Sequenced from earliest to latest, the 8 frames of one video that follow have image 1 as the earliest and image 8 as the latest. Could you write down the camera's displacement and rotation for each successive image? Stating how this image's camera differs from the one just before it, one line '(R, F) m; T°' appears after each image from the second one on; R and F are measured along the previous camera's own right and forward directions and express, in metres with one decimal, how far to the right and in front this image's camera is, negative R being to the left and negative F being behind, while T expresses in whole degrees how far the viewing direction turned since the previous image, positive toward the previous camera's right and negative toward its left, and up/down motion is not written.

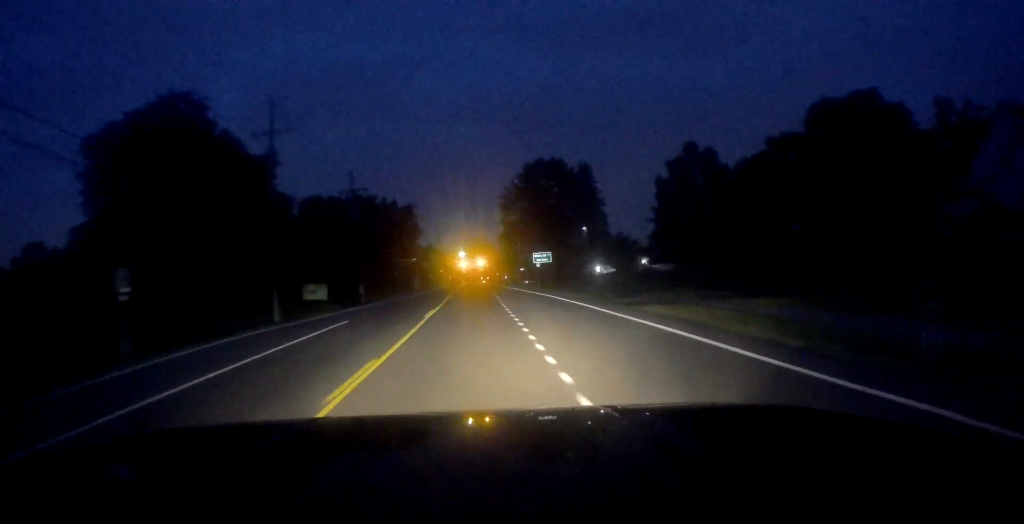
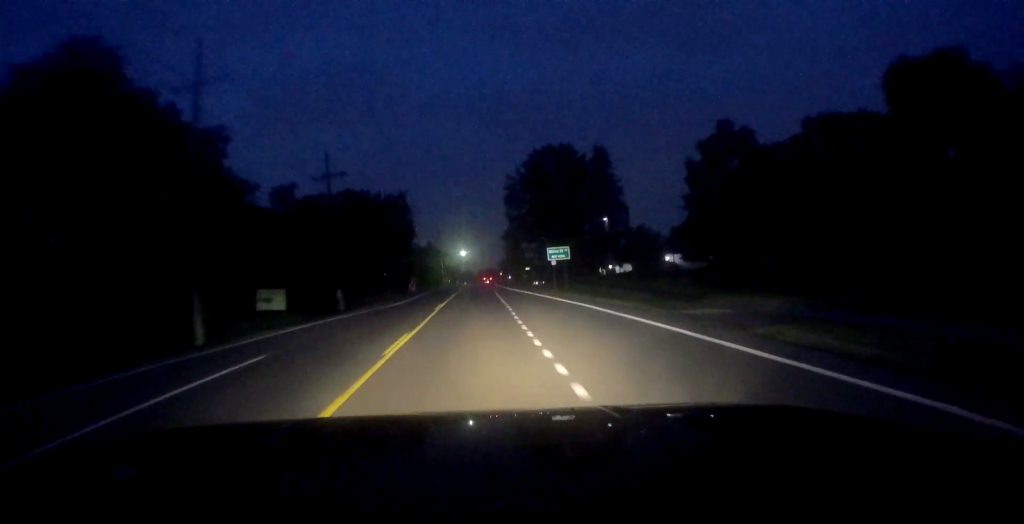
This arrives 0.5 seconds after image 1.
(-0.4, +10.5) m; 0°
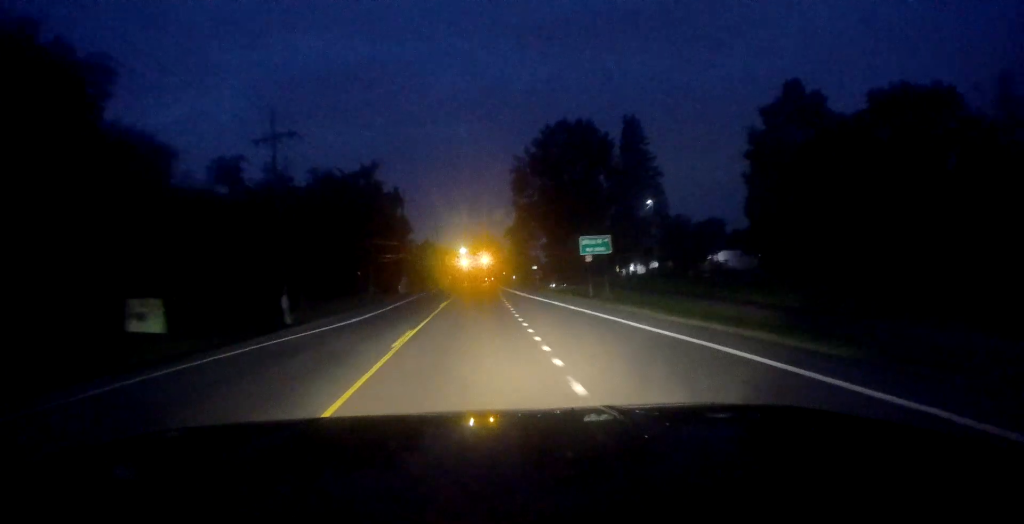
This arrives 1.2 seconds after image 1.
(-0.3, +14.8) m; 0°
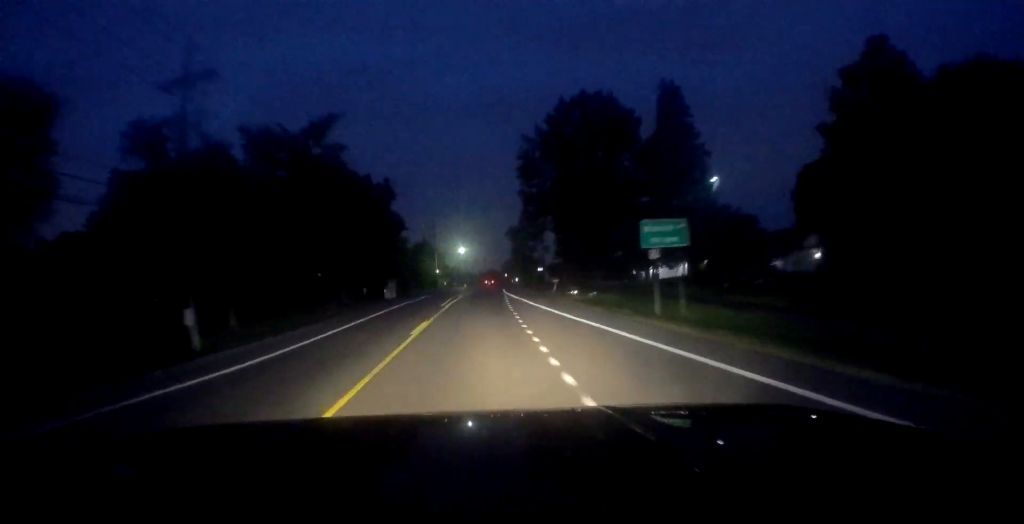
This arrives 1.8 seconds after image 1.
(+0.2, +13.0) m; +1°
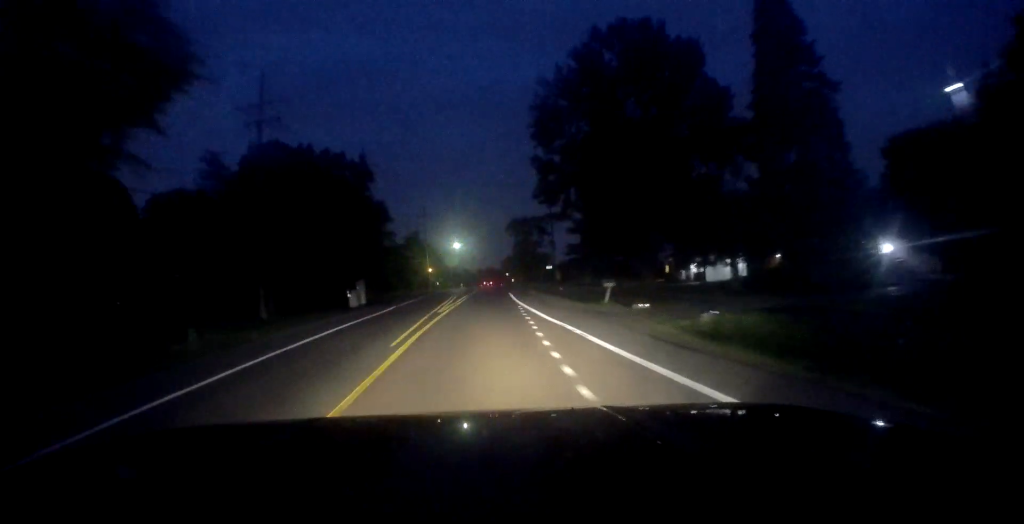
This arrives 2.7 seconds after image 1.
(+0.1, +20.0) m; 0°
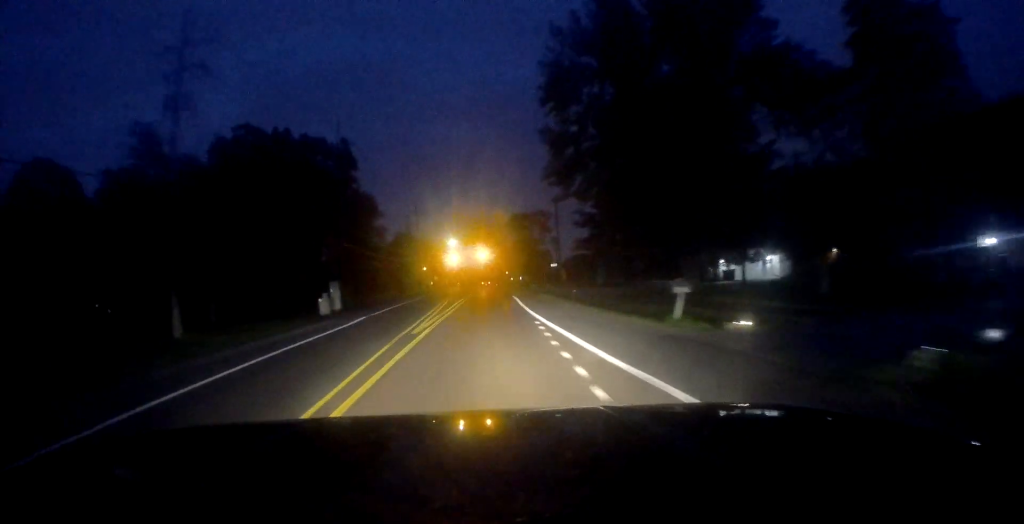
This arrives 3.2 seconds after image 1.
(0.0, +9.9) m; 0°
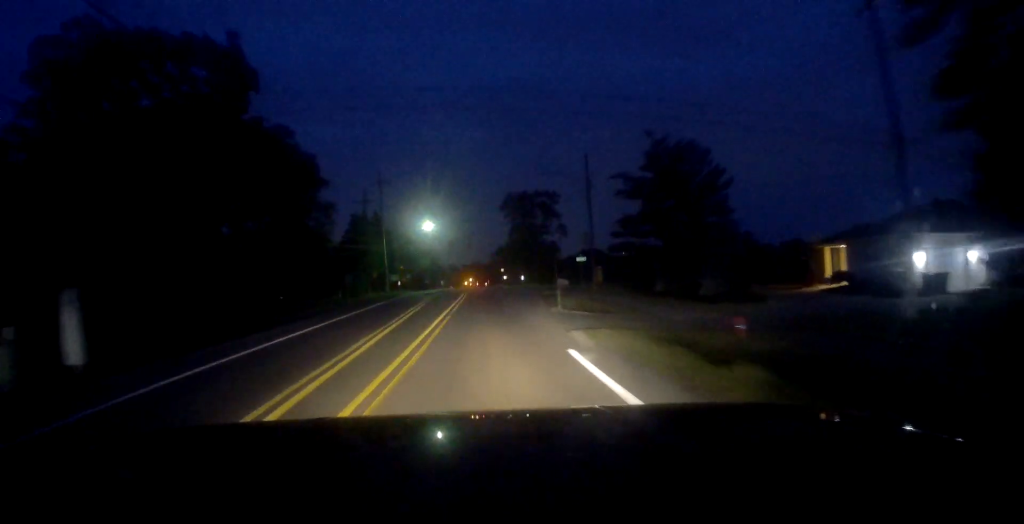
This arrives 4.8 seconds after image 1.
(-0.4, +30.3) m; -1°
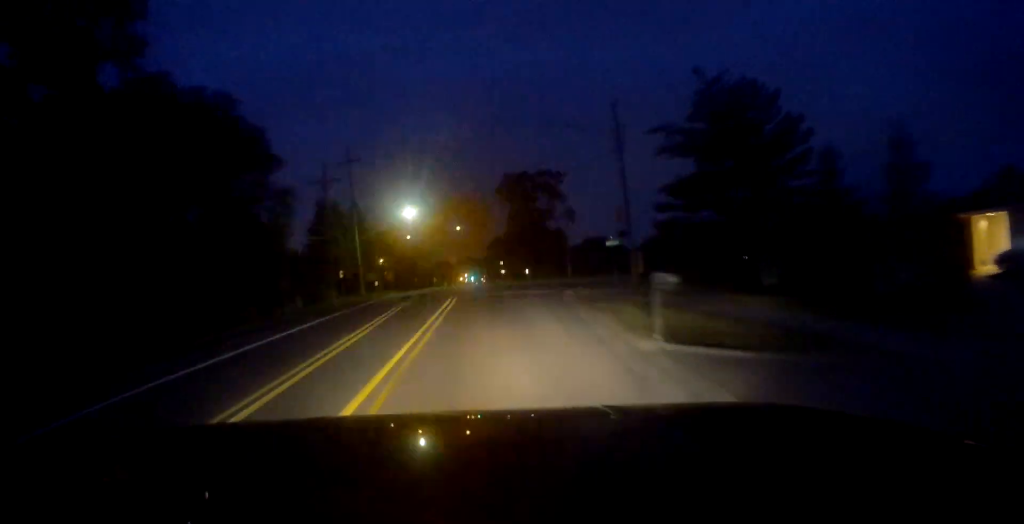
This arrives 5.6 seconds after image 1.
(+0.2, +15.0) m; +1°
